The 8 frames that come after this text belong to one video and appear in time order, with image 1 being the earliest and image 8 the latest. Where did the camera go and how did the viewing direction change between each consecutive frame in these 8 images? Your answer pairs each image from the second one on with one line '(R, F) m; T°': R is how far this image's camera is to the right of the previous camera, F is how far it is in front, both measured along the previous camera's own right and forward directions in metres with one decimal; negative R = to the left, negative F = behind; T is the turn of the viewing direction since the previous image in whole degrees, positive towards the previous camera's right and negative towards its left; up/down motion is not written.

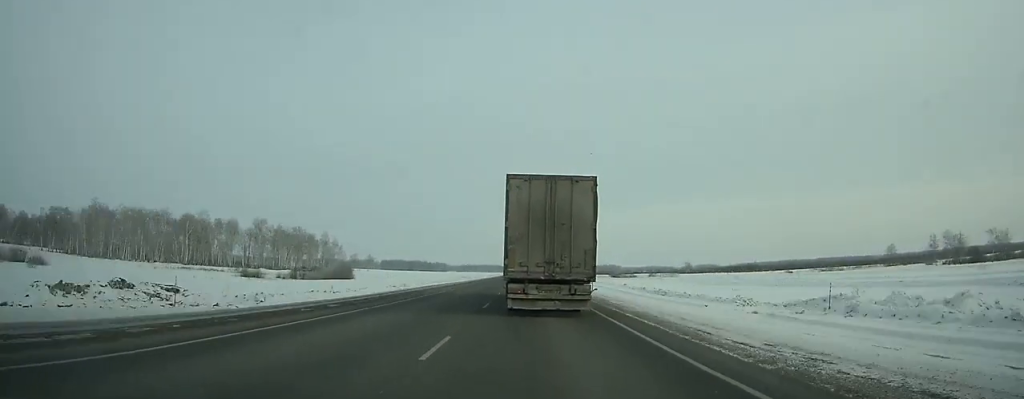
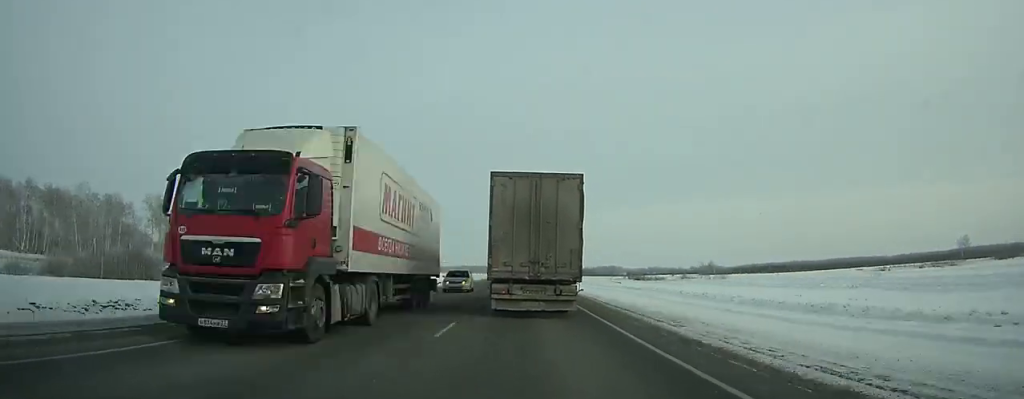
(-0.1, +80.8) m; 0°
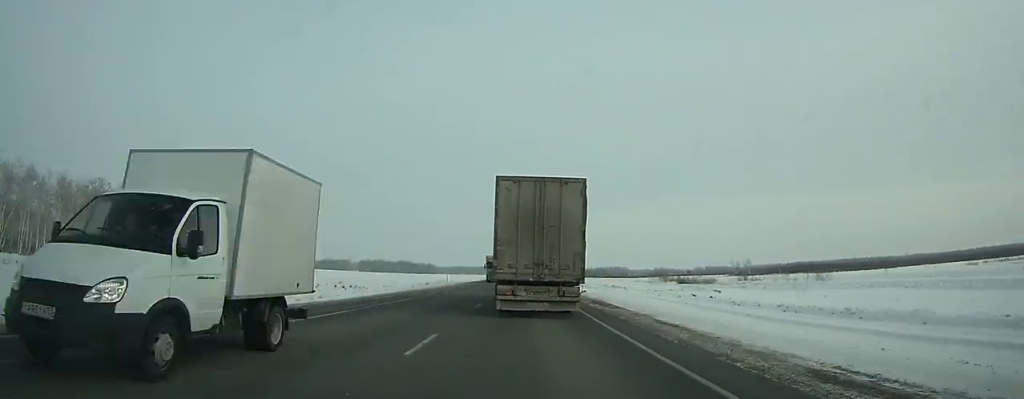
(0.0, +75.1) m; 0°
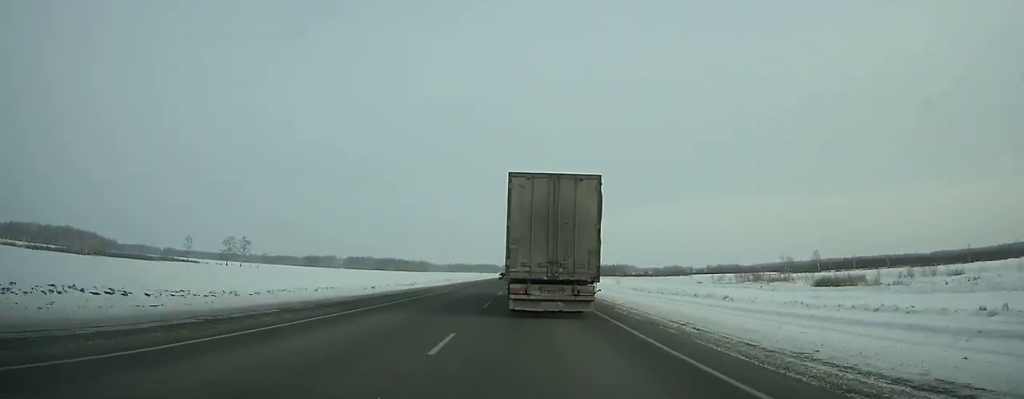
(+0.2, +95.1) m; 0°
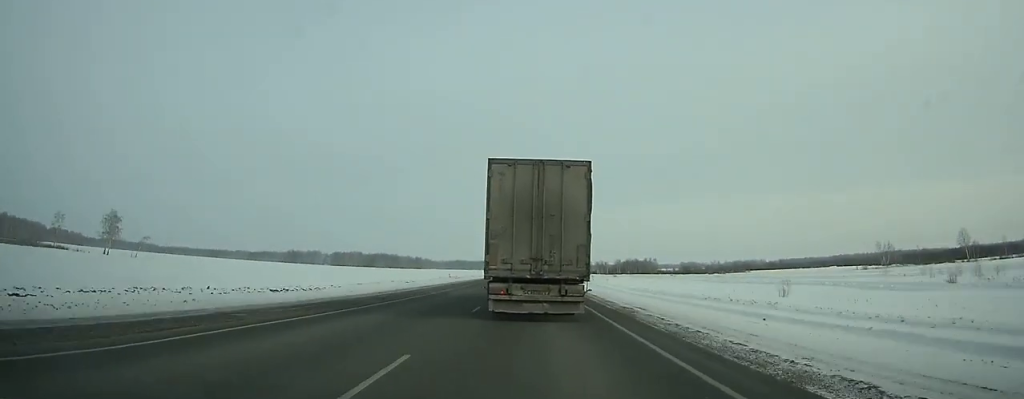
(+0.3, +111.4) m; 0°
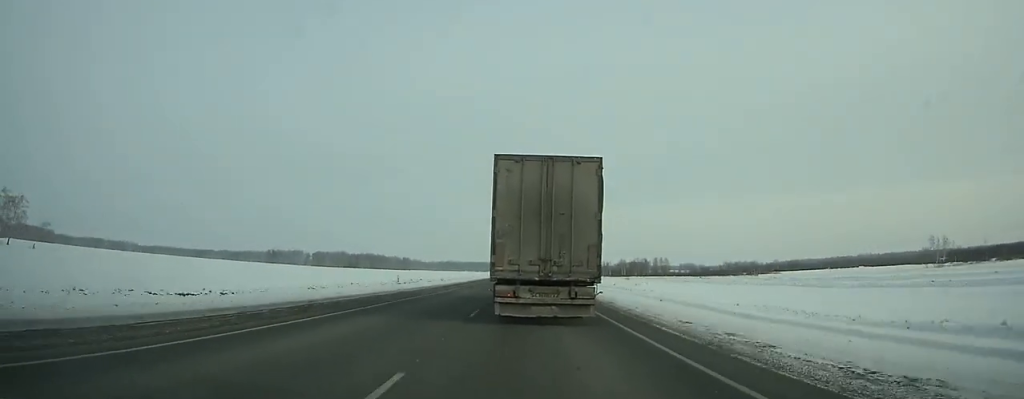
(+0.1, +49.0) m; 0°
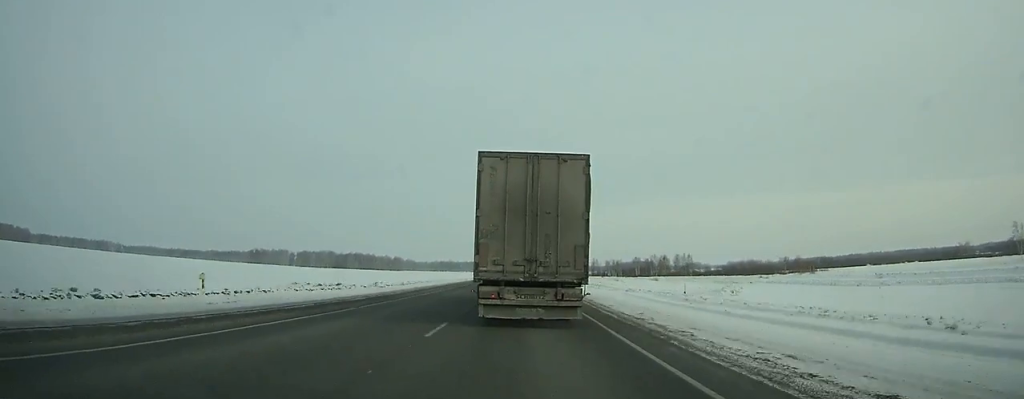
(-0.2, +52.2) m; 0°
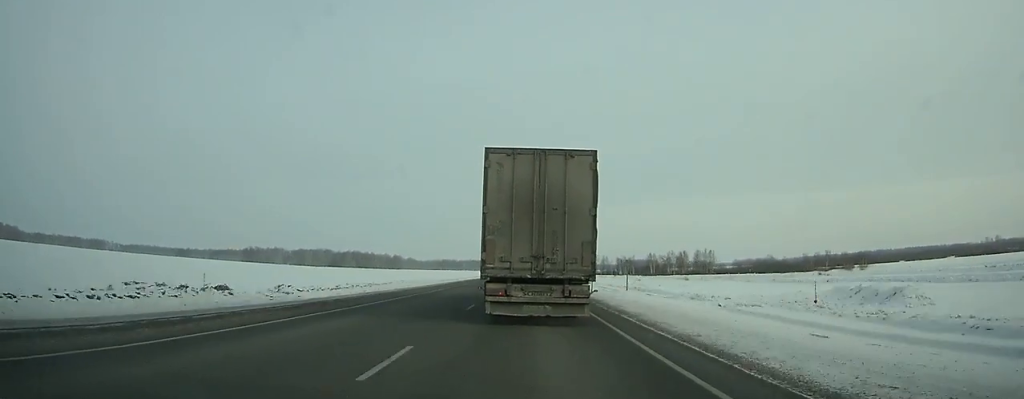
(0.0, +28.1) m; 0°
